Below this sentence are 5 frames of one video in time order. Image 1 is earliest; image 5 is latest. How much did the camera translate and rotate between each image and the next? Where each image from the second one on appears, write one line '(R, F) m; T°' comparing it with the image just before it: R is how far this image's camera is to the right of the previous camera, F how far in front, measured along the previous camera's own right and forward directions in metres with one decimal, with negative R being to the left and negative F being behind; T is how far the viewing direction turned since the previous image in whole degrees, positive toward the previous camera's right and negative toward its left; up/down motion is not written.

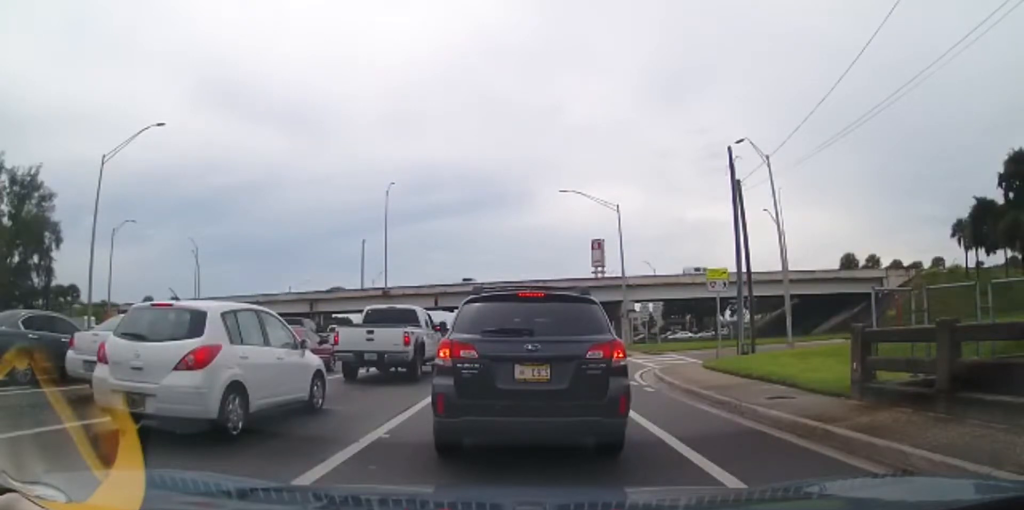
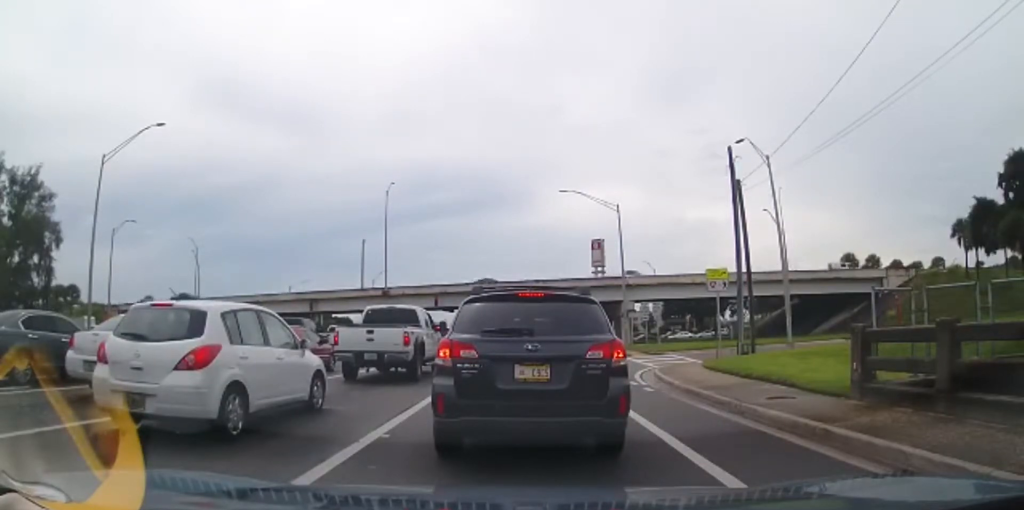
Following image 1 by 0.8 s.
(0.0, 0.0) m; 0°
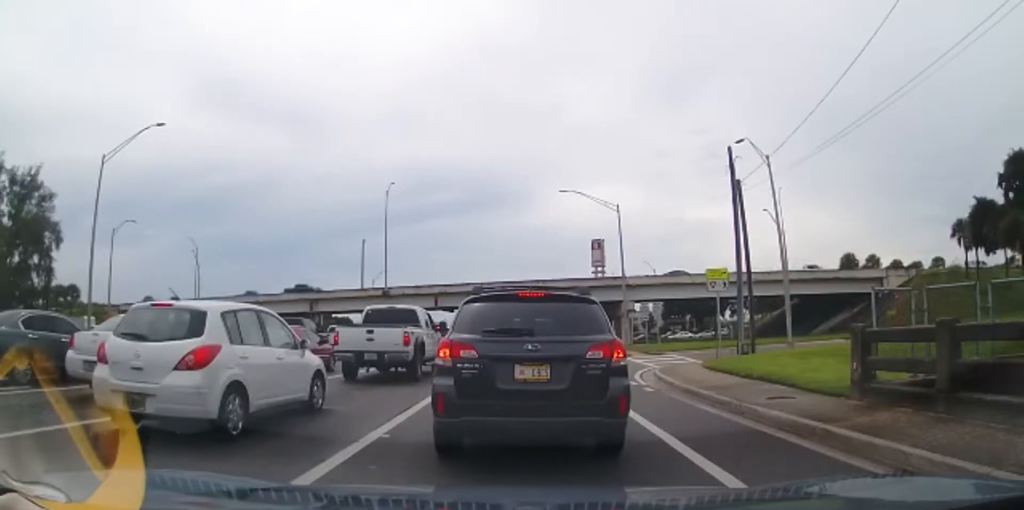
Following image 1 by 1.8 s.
(0.0, 0.0) m; 0°
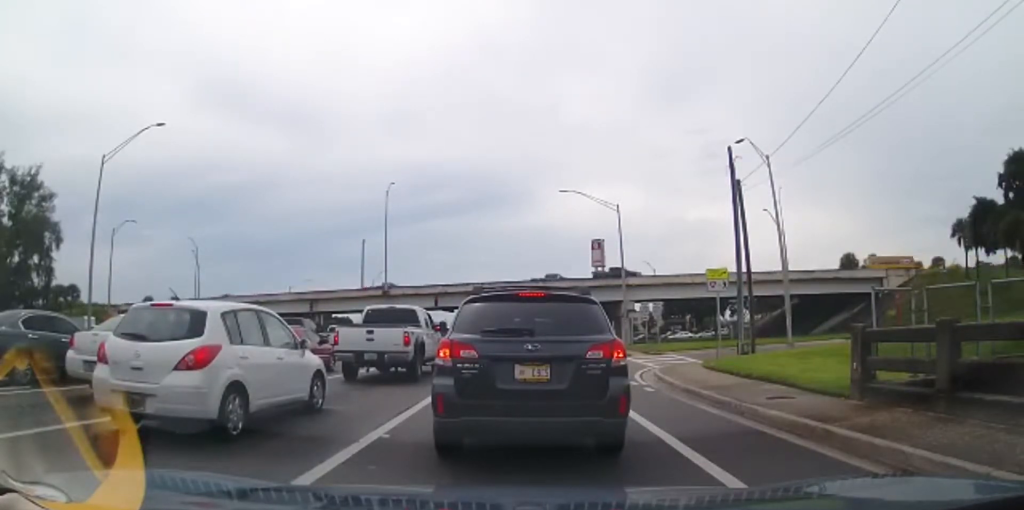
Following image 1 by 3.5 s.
(0.0, 0.0) m; 0°
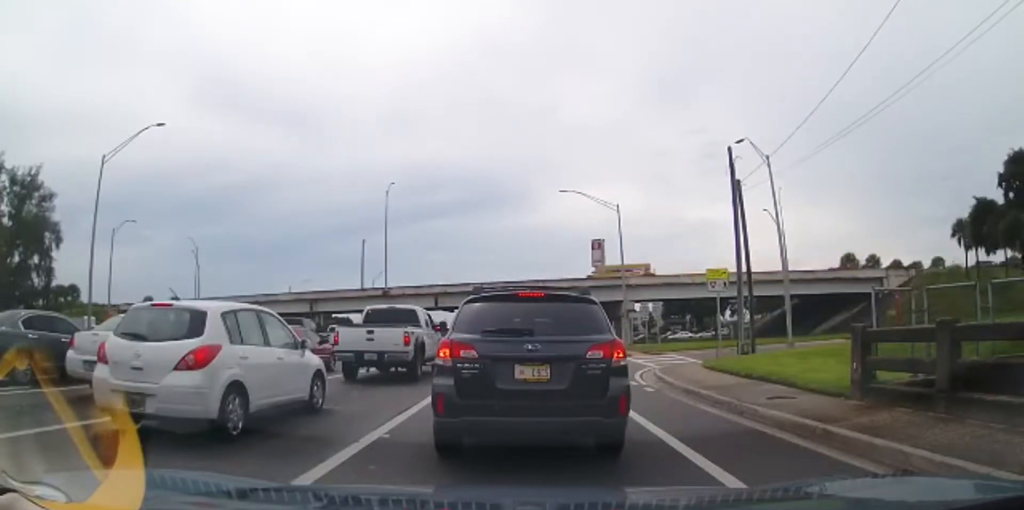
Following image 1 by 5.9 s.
(0.0, 0.0) m; 0°
